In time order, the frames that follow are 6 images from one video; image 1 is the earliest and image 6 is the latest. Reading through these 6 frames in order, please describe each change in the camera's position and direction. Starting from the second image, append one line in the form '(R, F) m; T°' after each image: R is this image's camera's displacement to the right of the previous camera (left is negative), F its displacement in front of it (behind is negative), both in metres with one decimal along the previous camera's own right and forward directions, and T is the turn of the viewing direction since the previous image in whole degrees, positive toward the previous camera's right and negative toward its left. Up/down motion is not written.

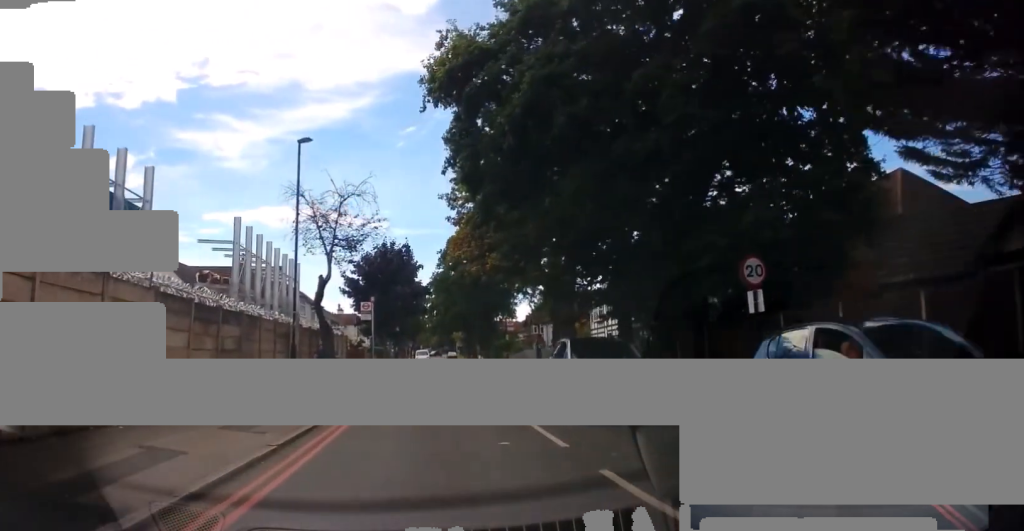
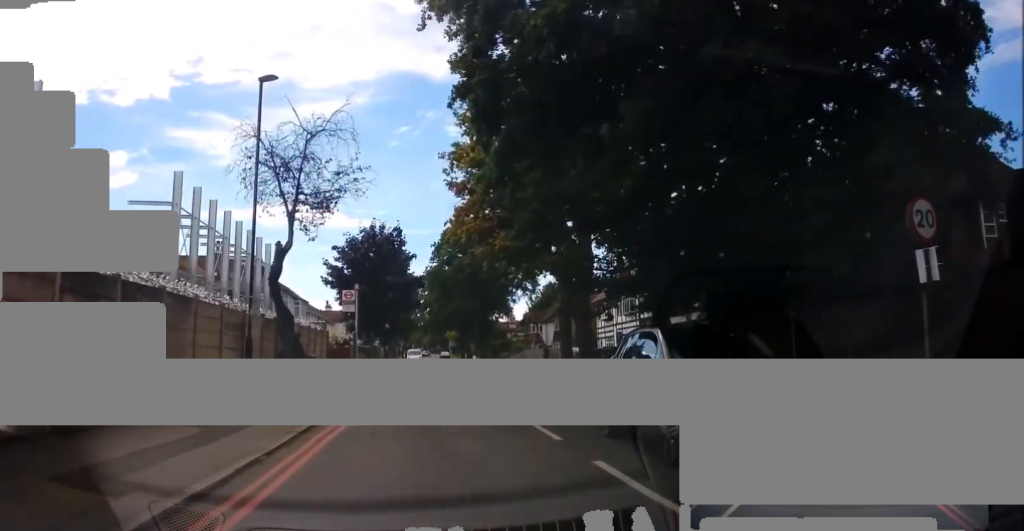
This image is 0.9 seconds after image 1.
(0.0, +4.8) m; -2°
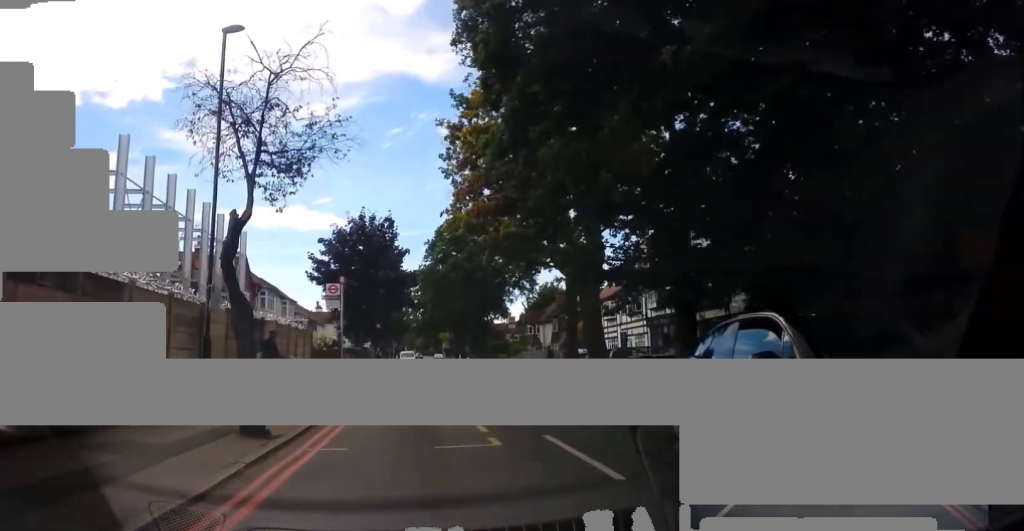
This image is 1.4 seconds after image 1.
(-0.1, +3.0) m; -2°
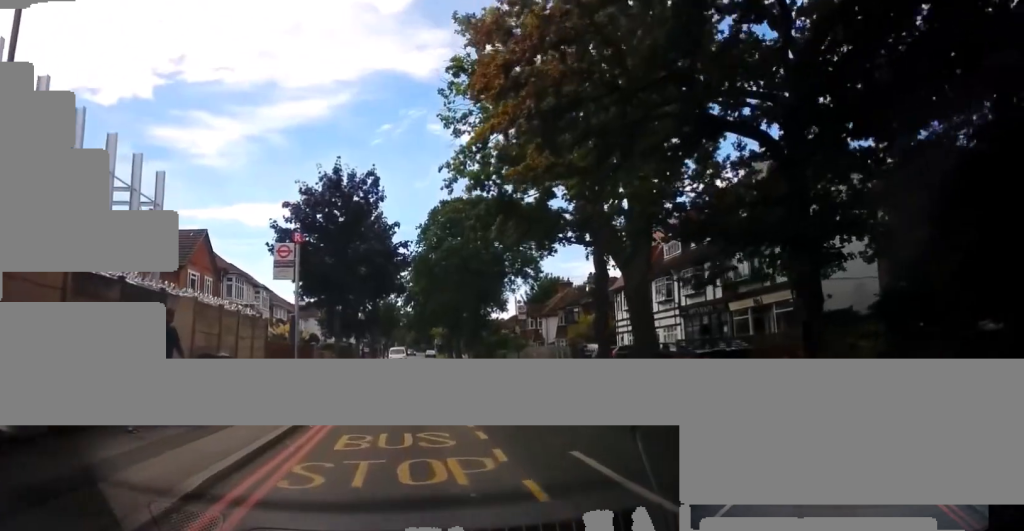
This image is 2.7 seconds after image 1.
(+0.1, +7.8) m; +3°
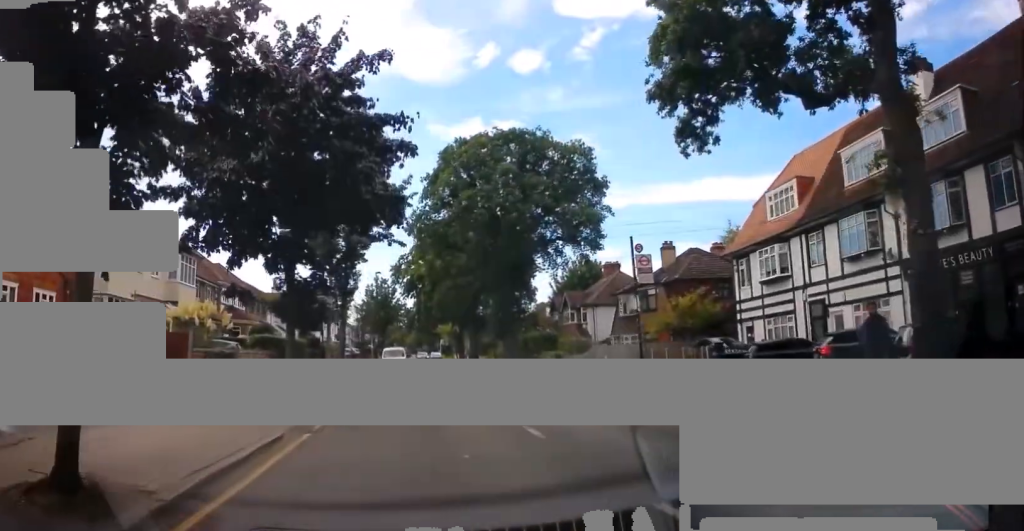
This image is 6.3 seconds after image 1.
(-0.5, +20.5) m; -3°
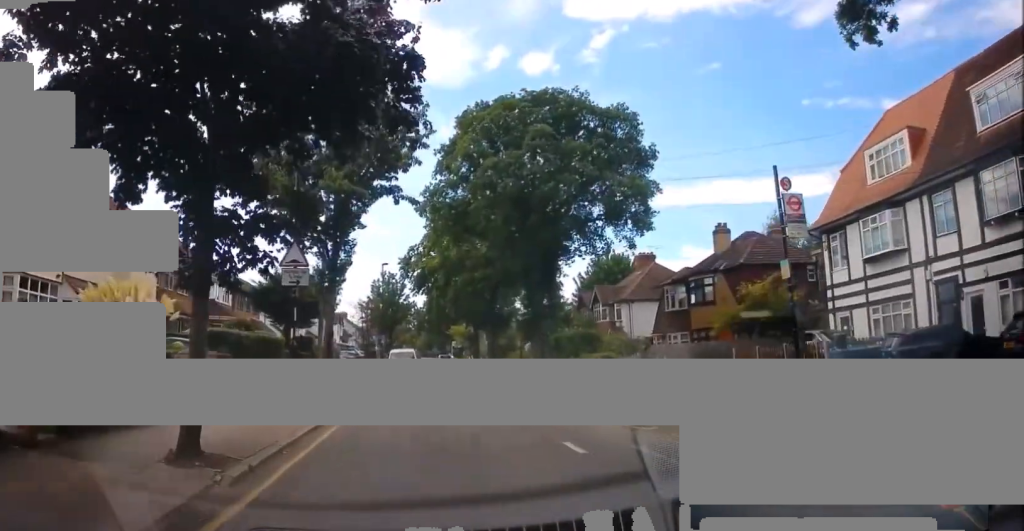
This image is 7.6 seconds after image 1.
(+0.1, +7.6) m; +3°
